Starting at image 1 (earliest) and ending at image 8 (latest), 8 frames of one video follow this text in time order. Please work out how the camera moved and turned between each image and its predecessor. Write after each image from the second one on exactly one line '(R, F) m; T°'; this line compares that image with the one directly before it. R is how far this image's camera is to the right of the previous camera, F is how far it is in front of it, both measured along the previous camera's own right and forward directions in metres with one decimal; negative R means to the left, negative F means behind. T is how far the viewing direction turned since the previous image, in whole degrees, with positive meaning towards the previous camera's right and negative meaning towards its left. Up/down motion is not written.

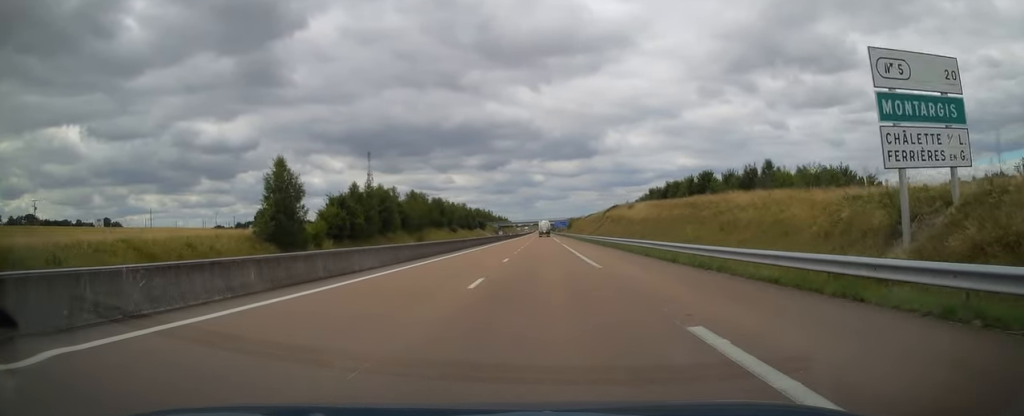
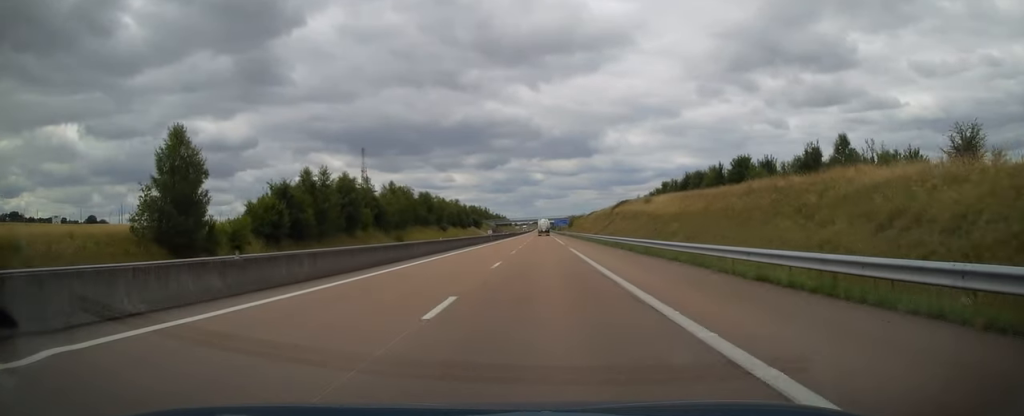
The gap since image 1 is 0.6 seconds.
(+0.2, +18.1) m; 0°
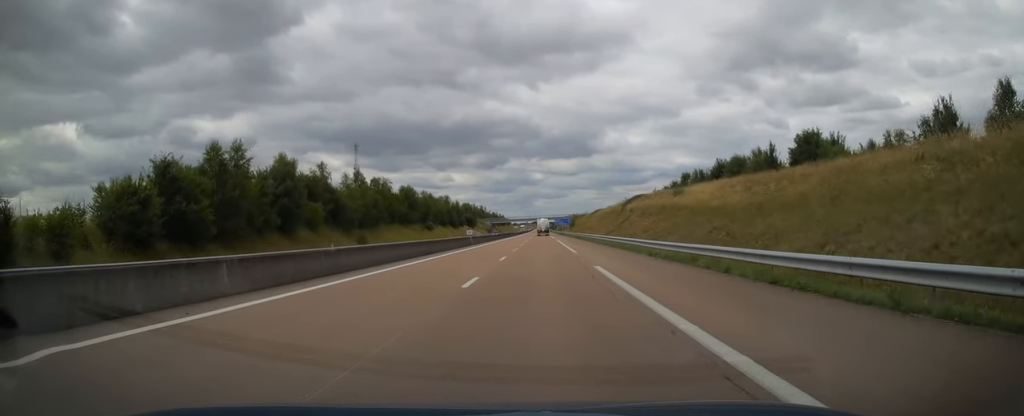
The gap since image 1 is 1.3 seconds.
(0.0, +21.0) m; -1°
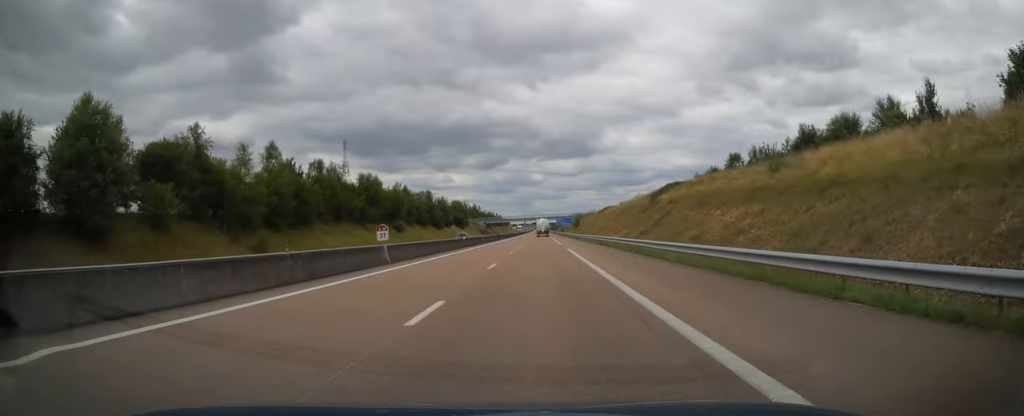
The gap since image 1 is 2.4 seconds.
(-0.3, +31.3) m; 0°
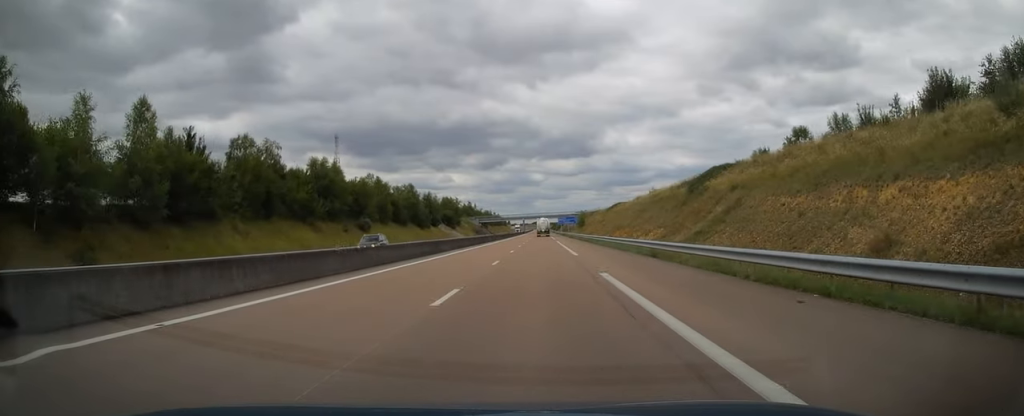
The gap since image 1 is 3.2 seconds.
(+0.1, +23.5) m; 0°
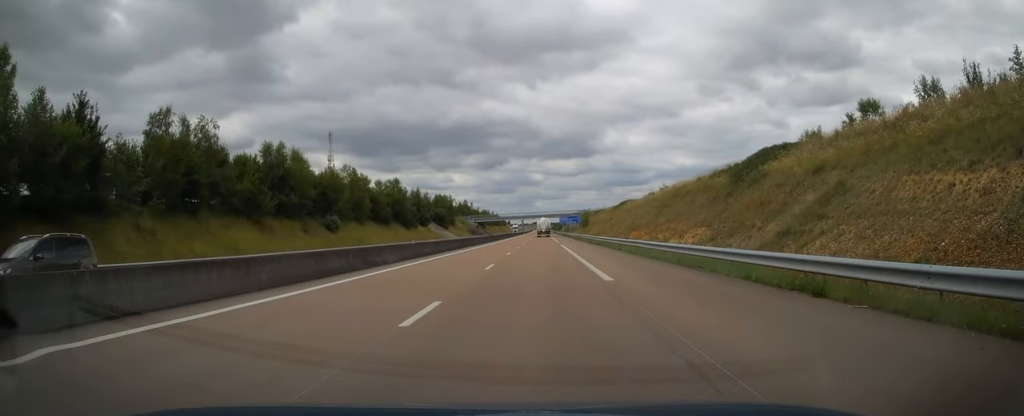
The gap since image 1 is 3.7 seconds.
(+0.1, +15.2) m; 0°
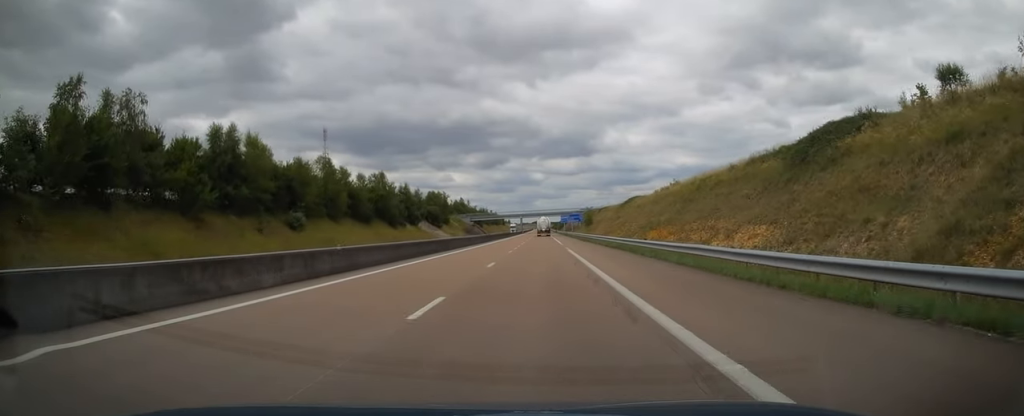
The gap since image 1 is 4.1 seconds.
(0.0, +12.2) m; 0°
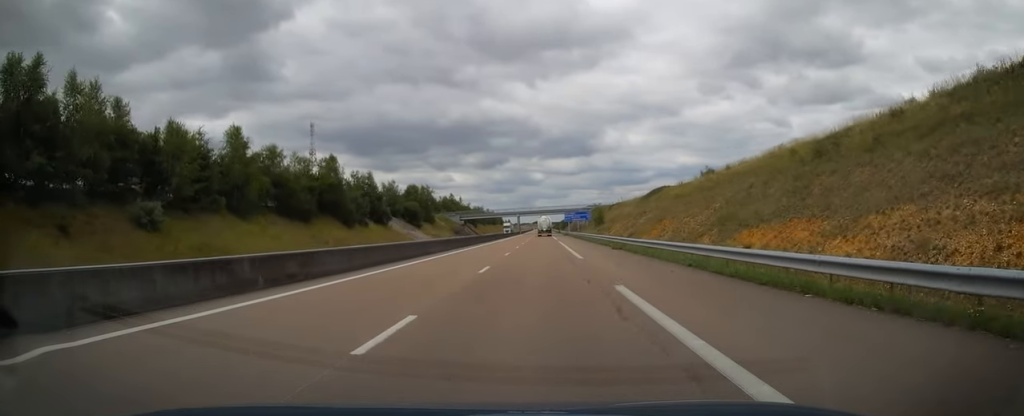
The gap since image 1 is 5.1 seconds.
(-0.2, +28.4) m; 0°
